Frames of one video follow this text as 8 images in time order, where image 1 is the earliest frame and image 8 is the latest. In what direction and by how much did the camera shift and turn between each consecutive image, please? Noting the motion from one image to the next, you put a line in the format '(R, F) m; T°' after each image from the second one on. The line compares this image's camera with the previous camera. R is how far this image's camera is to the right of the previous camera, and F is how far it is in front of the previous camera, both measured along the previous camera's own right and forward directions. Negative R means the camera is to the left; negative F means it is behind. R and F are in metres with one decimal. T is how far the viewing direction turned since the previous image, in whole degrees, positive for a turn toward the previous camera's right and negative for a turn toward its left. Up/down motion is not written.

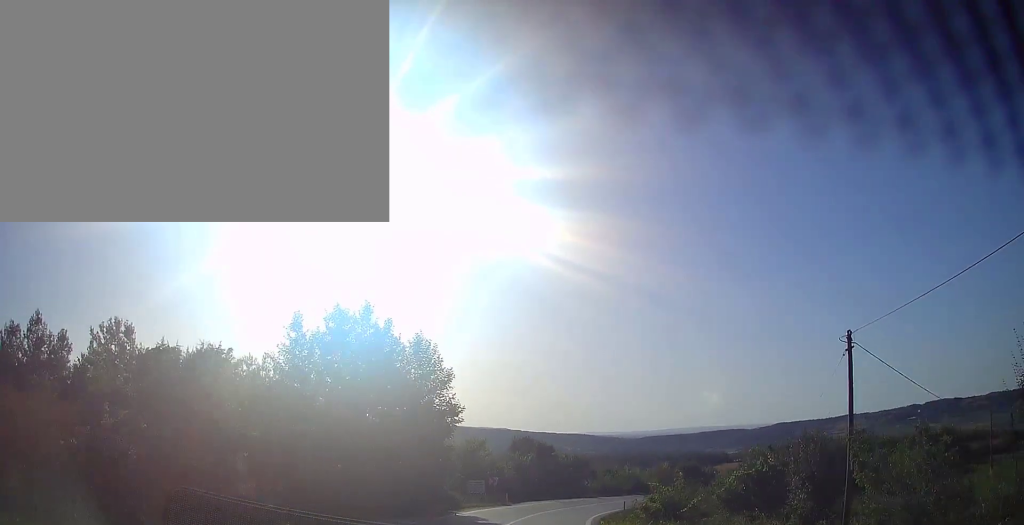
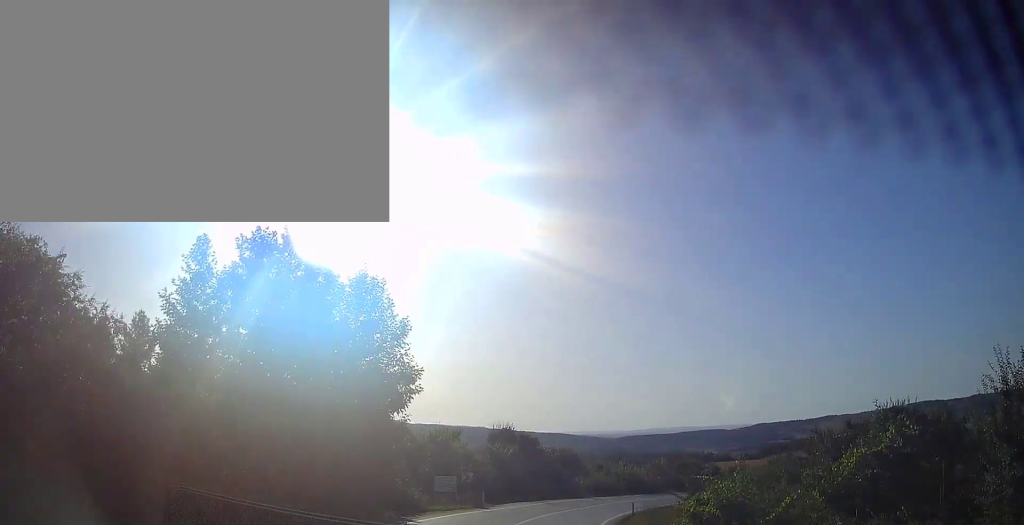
(-0.1, +10.1) m; +1°
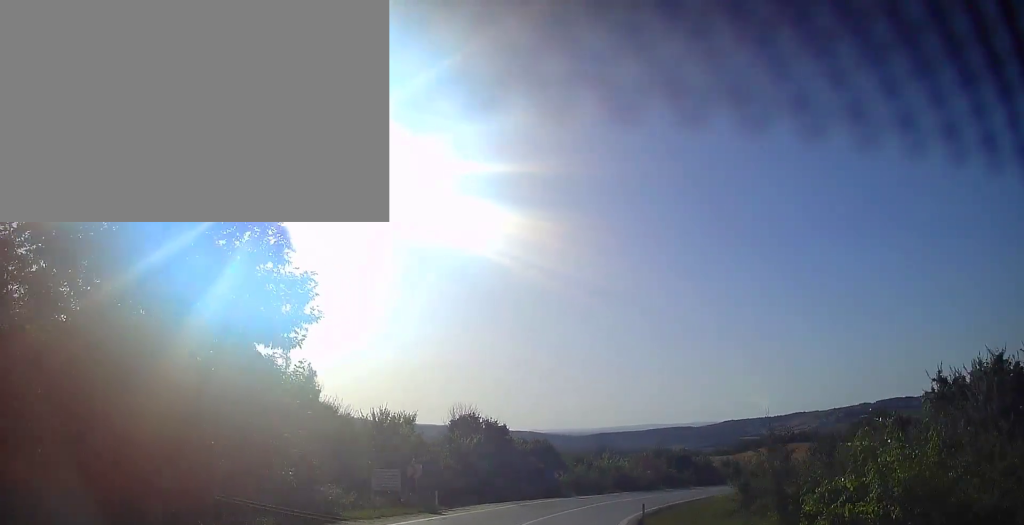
(+0.3, +10.1) m; +3°
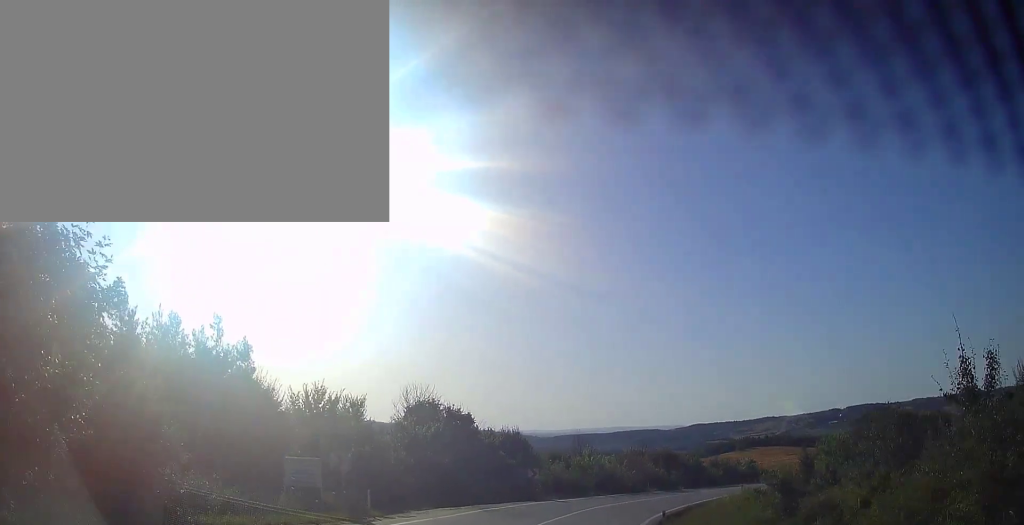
(+0.2, +8.1) m; +3°
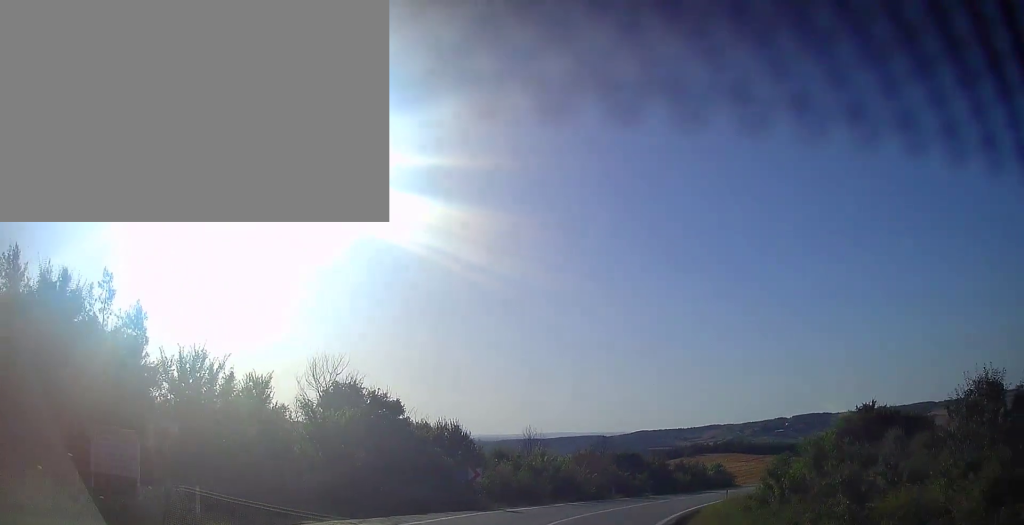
(+0.1, +8.4) m; +4°
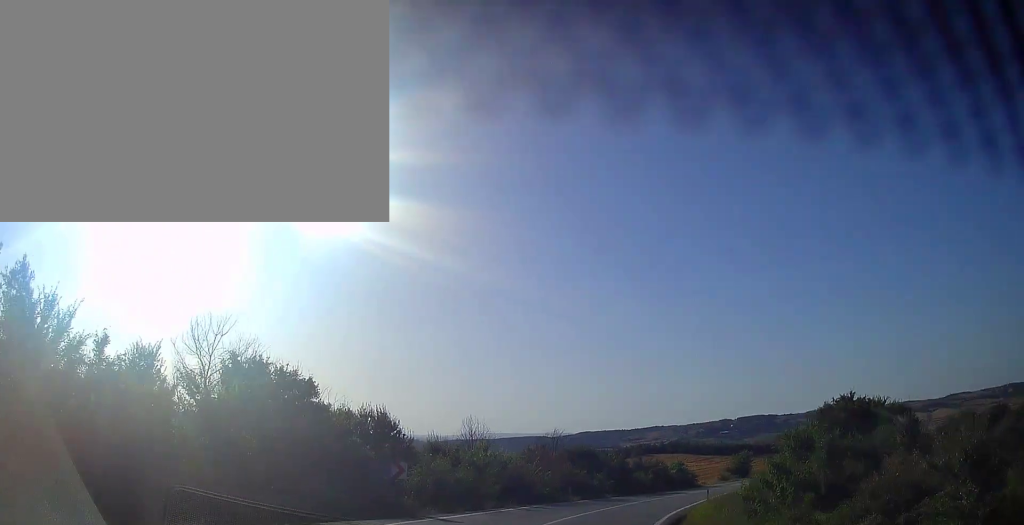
(+0.3, +6.7) m; +4°
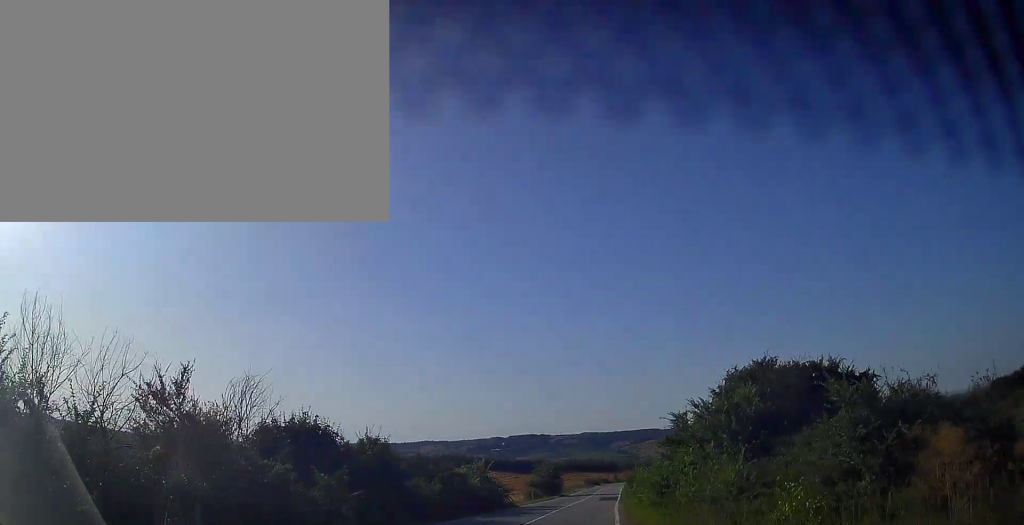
(+4.2, +24.9) m; +20°
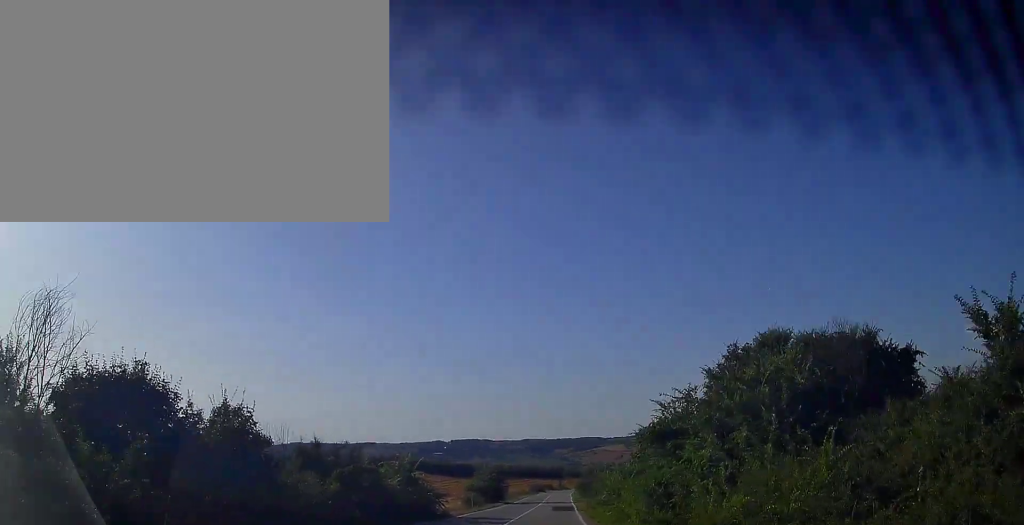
(+0.4, +8.6) m; +6°
